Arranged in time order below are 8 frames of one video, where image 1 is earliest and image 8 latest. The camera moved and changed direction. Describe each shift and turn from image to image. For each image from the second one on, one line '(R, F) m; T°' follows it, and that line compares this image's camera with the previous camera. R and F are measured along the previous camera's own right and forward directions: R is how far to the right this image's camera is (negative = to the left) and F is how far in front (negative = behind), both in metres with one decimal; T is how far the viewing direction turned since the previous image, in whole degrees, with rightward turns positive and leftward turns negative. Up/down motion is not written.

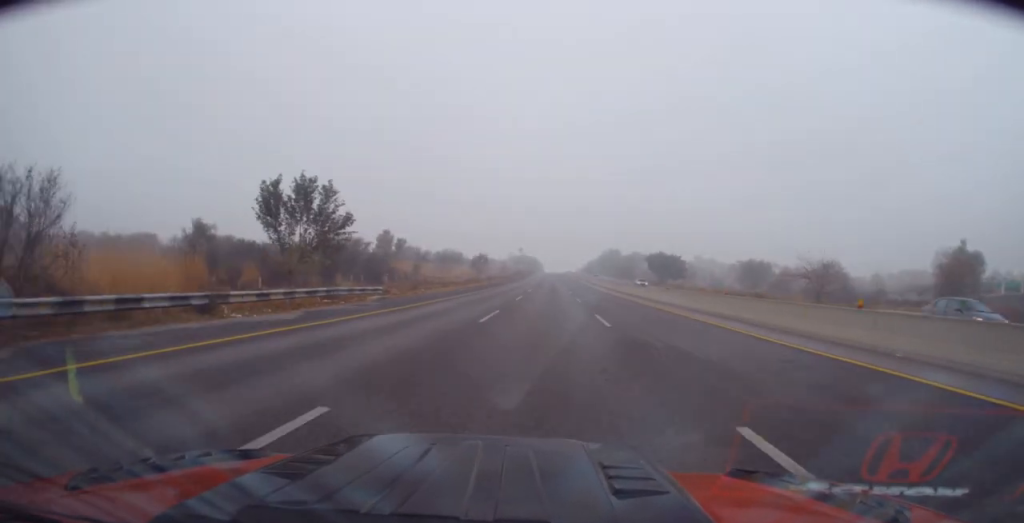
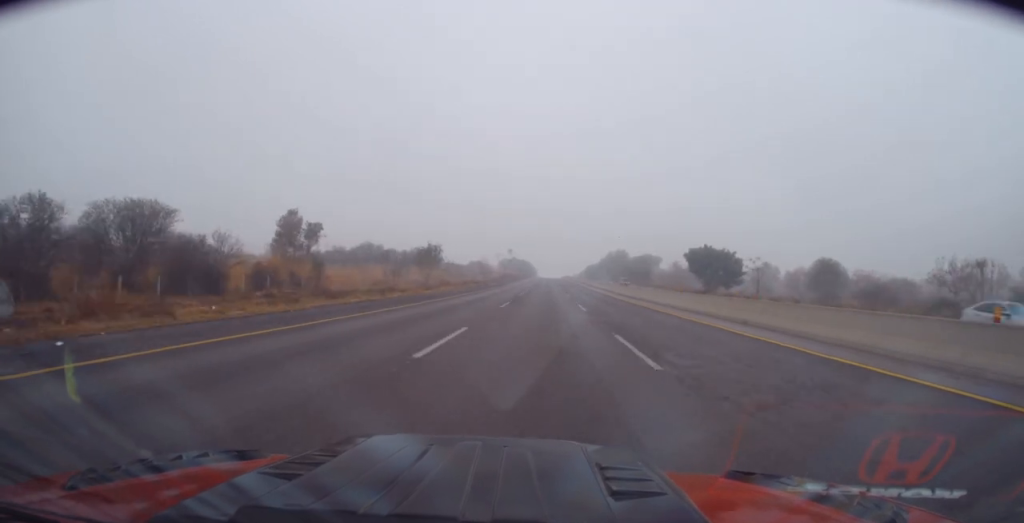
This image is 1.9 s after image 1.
(-0.3, +44.3) m; 0°
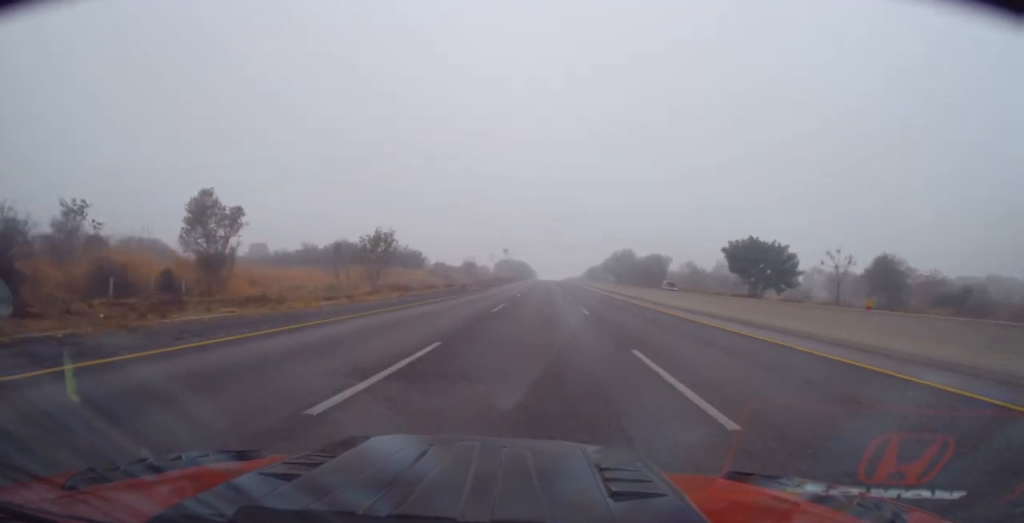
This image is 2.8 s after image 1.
(+0.1, +21.4) m; 0°
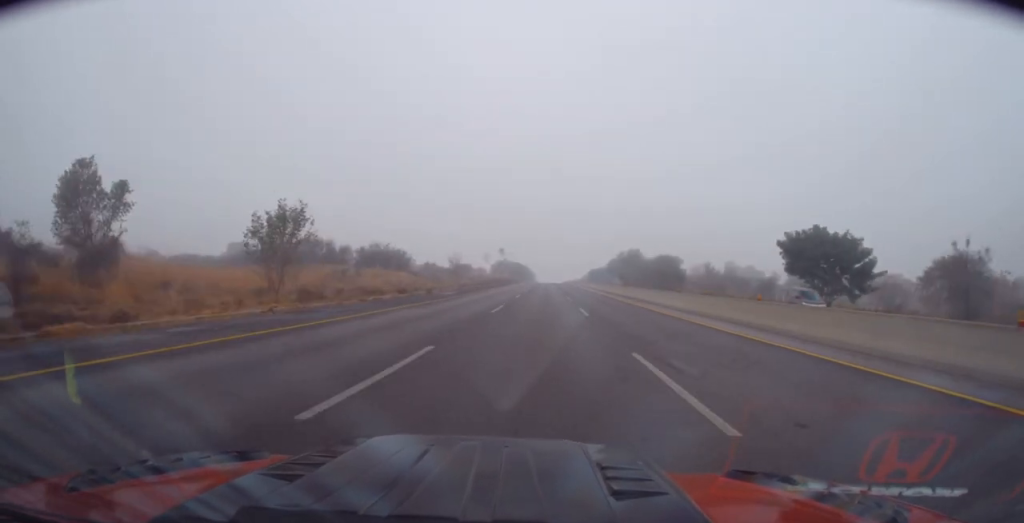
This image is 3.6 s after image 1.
(-0.1, +18.2) m; 0°
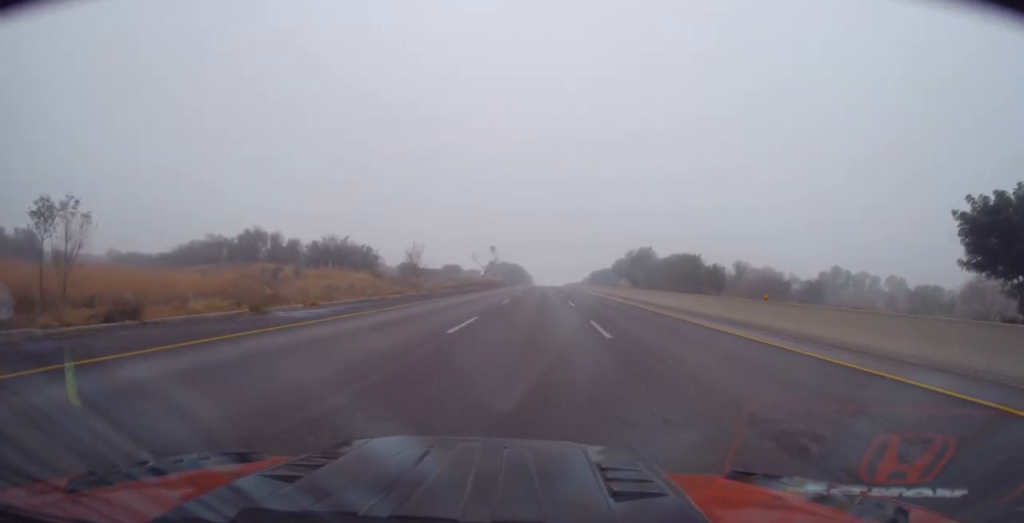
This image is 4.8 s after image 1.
(+0.4, +27.1) m; 0°
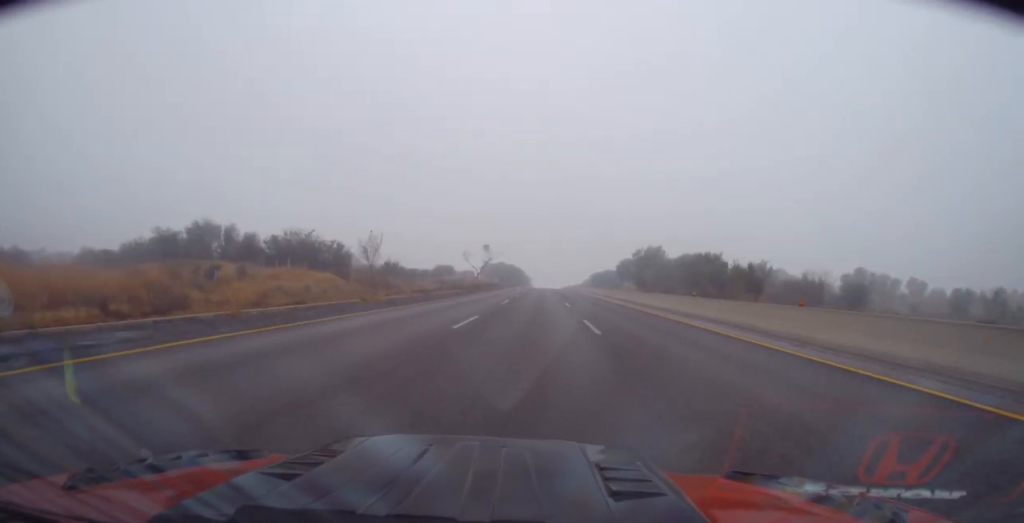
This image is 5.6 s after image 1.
(0.0, +16.5) m; -1°
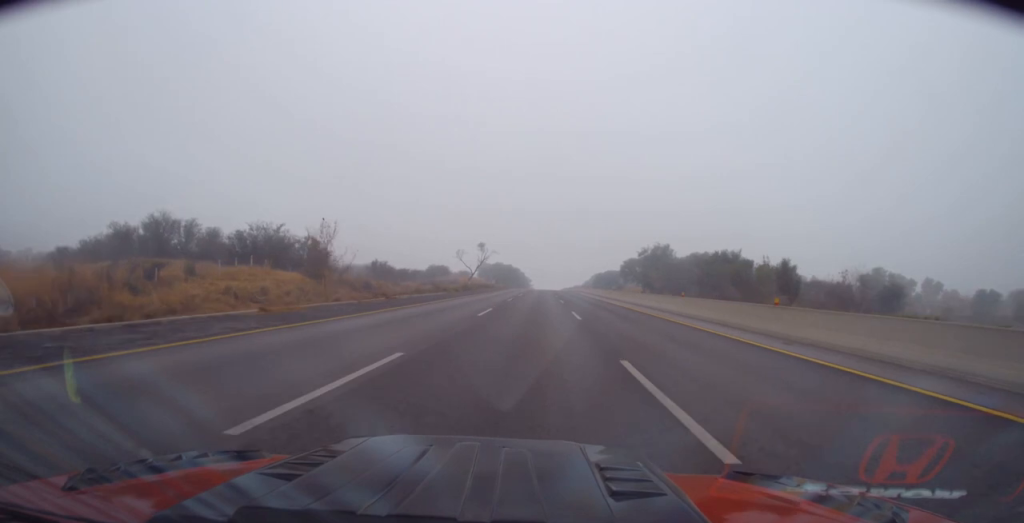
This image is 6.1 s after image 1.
(-0.2, +11.2) m; 0°
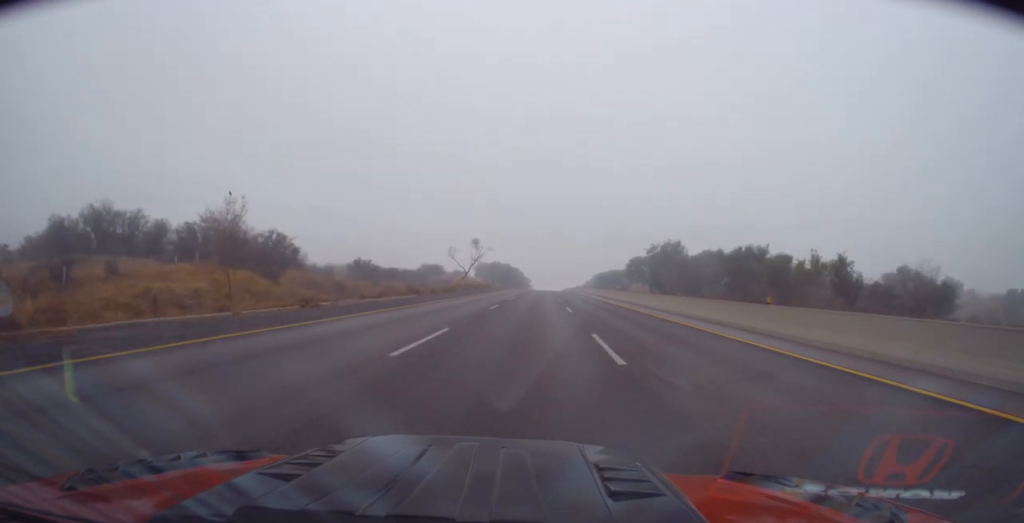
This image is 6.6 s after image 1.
(-0.1, +12.6) m; 0°
